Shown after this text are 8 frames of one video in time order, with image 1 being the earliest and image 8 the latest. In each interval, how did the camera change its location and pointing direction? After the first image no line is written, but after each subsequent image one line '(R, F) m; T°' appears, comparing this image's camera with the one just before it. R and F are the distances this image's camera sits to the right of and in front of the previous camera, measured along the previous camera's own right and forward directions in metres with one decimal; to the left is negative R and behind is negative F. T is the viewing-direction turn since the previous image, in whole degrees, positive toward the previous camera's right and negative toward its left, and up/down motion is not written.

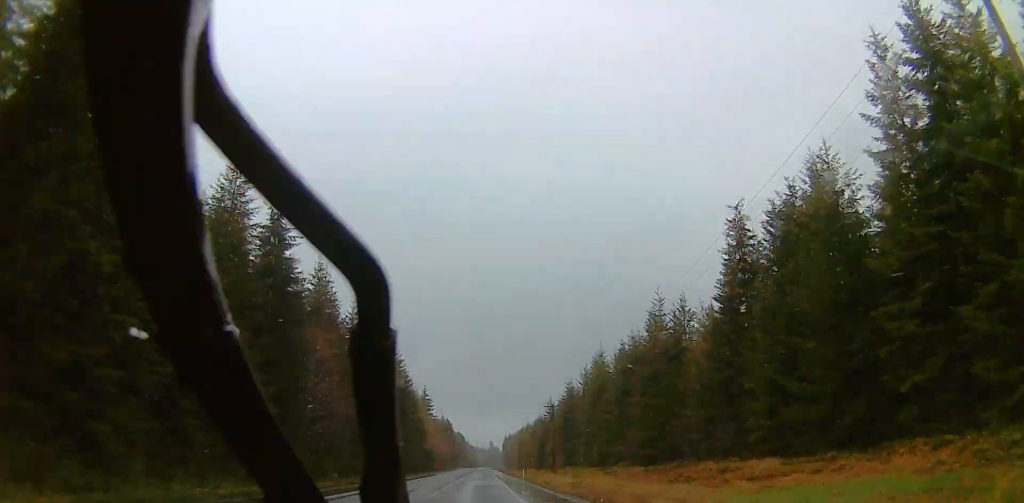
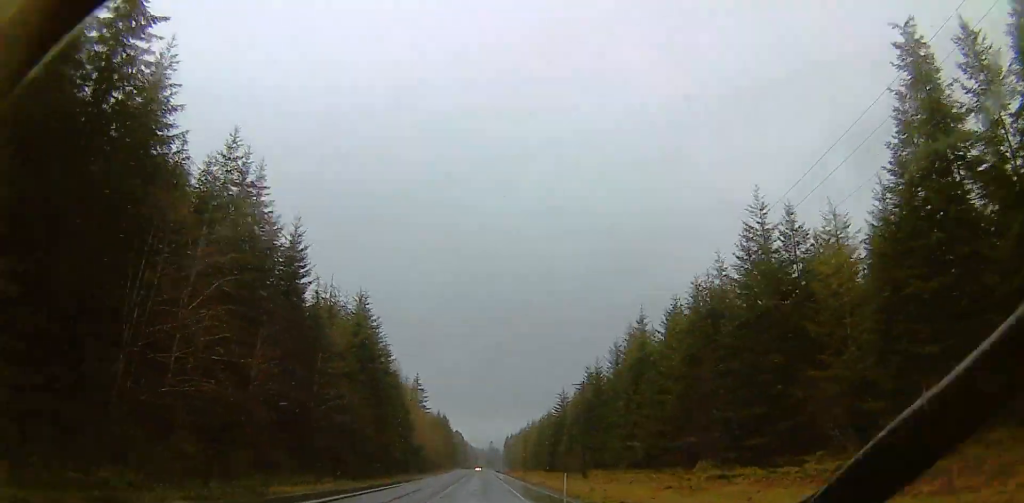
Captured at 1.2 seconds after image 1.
(0.0, +28.3) m; 0°
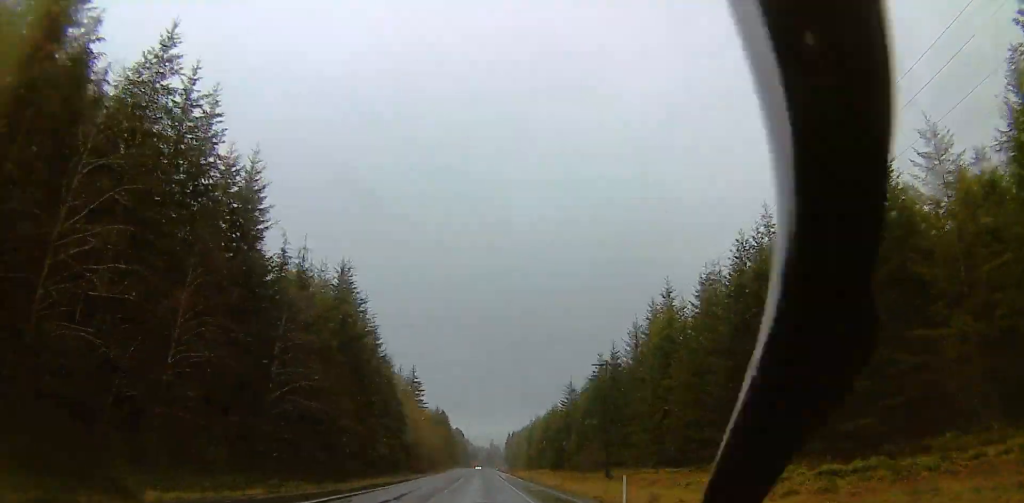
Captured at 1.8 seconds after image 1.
(0.0, +12.7) m; 0°
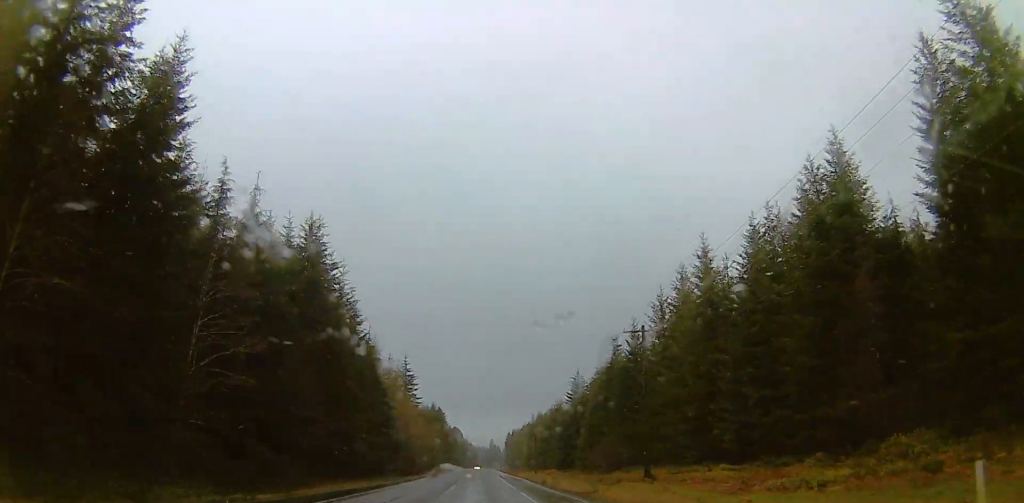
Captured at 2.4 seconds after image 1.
(0.0, +14.6) m; 0°
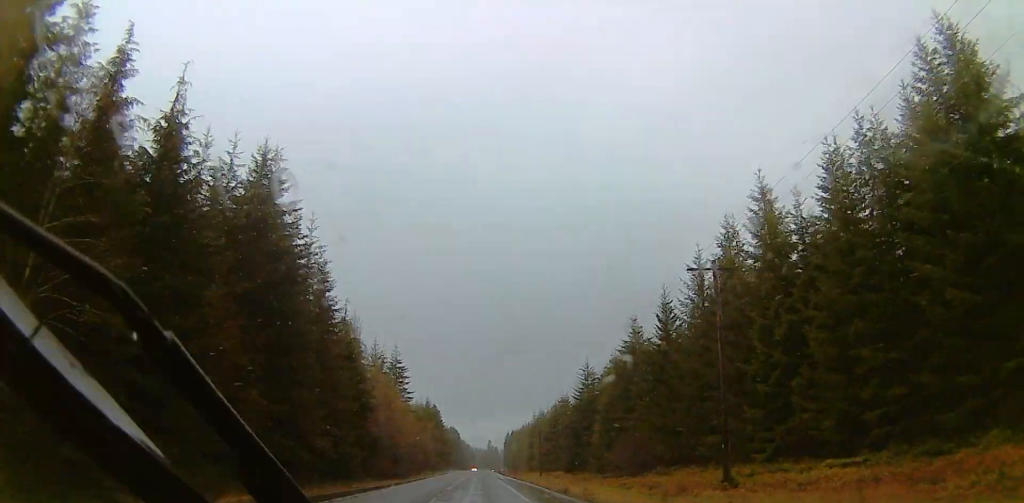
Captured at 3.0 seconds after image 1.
(0.0, +16.1) m; 0°
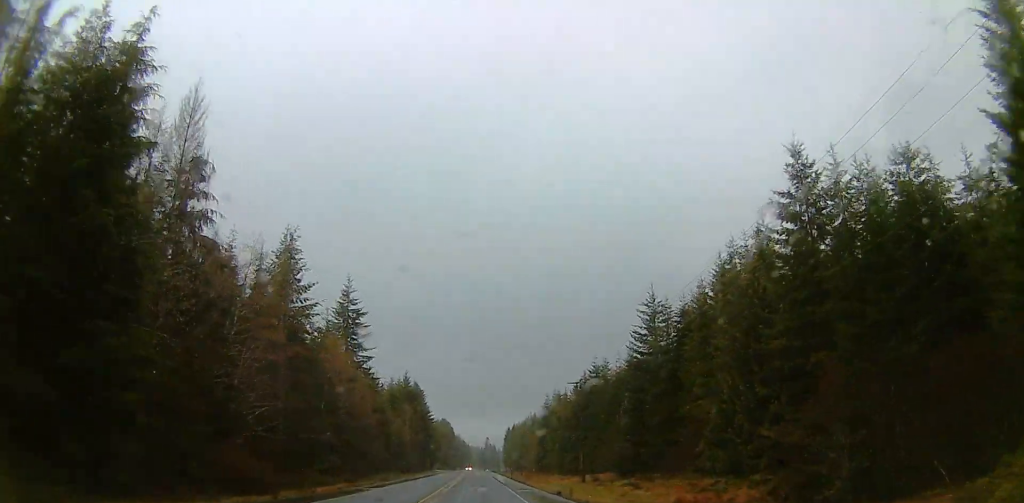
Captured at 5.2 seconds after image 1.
(0.0, +60.1) m; 0°
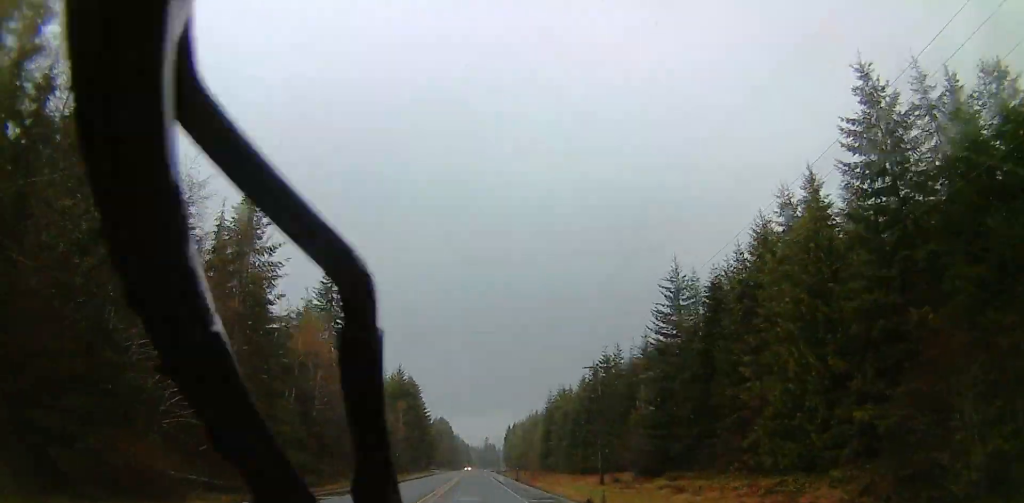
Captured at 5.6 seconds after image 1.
(0.0, +13.1) m; 0°
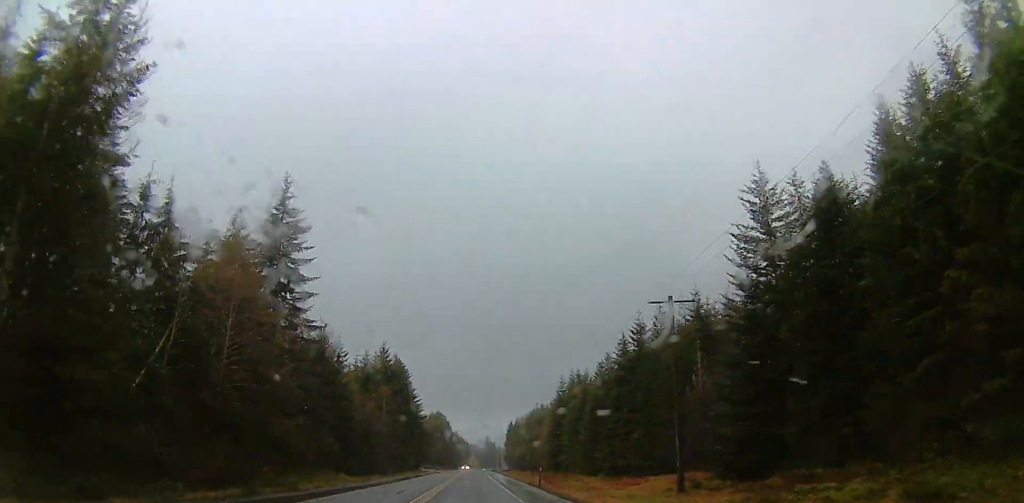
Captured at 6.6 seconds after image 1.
(-0.1, +31.2) m; 0°
